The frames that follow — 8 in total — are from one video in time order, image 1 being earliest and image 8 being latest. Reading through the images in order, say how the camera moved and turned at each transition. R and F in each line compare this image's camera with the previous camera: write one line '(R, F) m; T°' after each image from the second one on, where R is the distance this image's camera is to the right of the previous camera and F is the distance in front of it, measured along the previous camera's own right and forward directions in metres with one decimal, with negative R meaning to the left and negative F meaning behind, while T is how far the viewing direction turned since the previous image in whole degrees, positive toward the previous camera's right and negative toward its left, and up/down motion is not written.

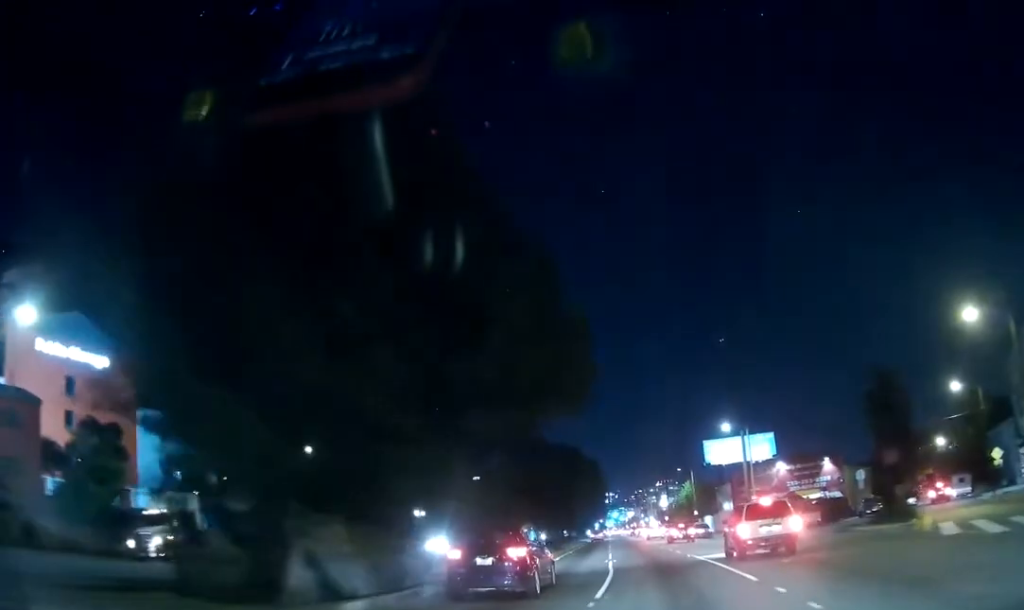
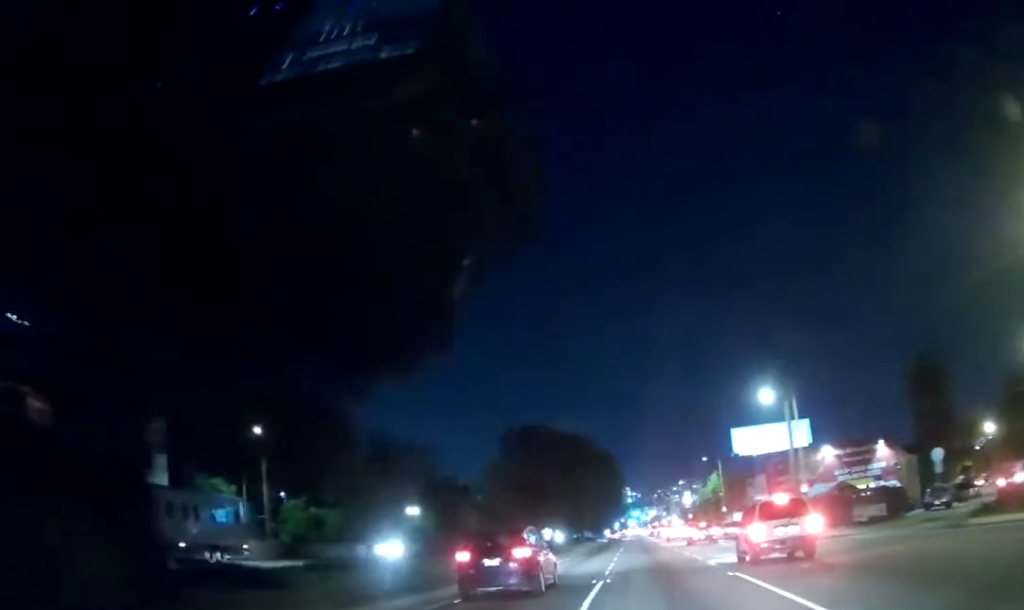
(-0.1, +12.1) m; 0°
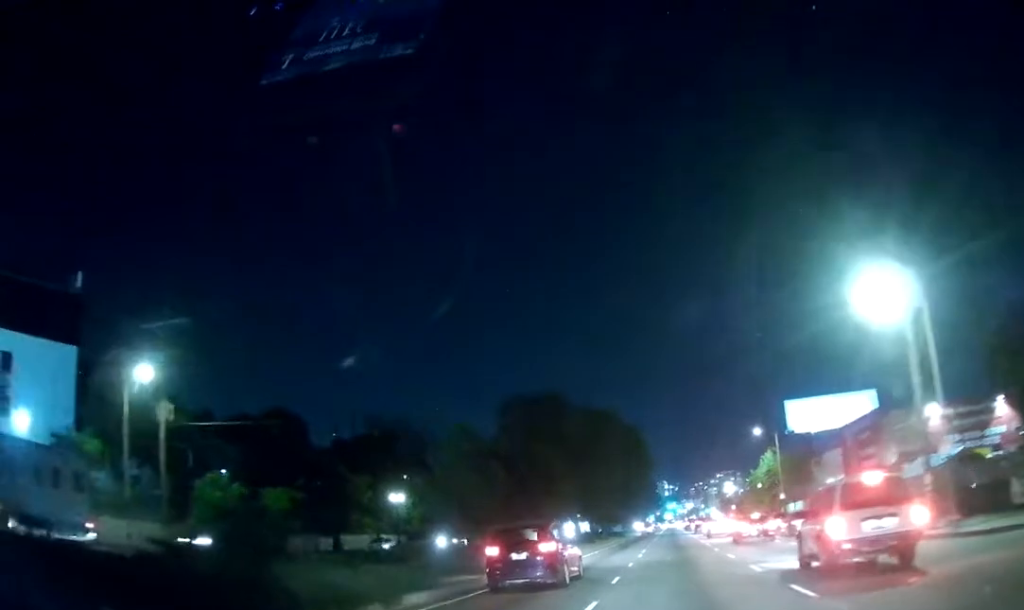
(0.0, +17.7) m; 0°
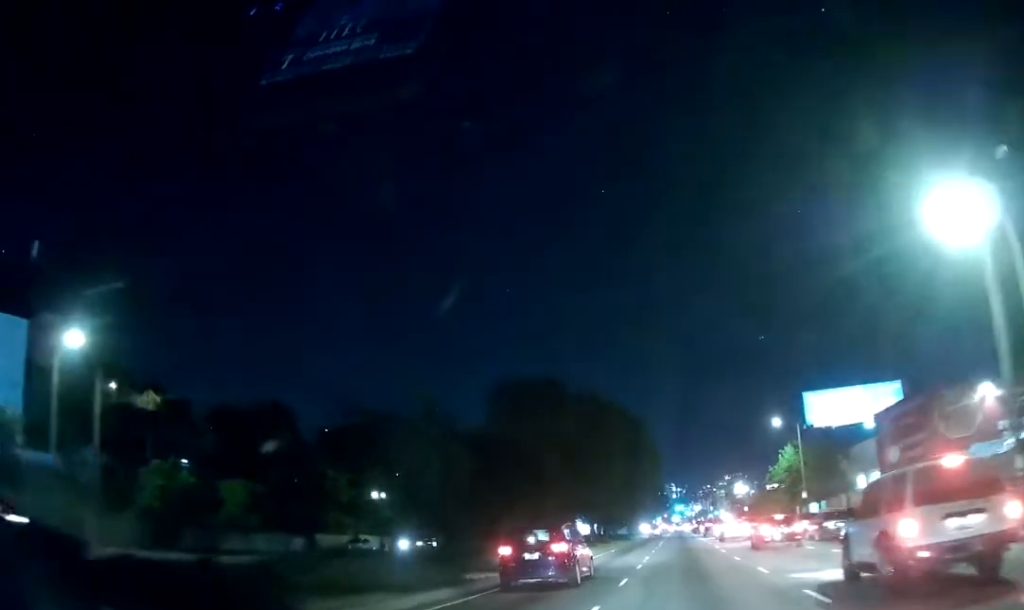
(0.0, +6.7) m; -1°
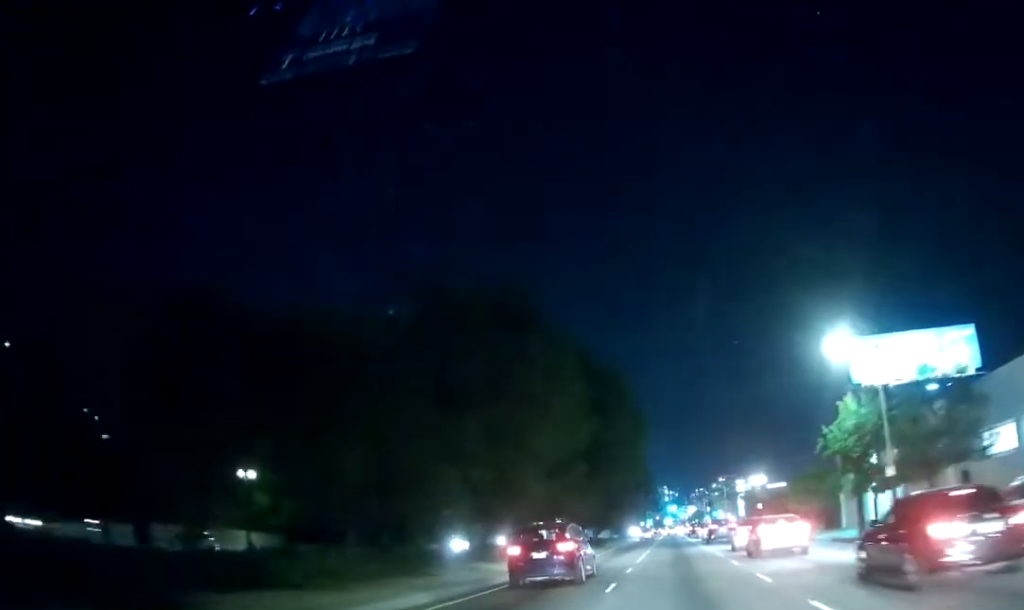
(-0.9, +23.7) m; -4°
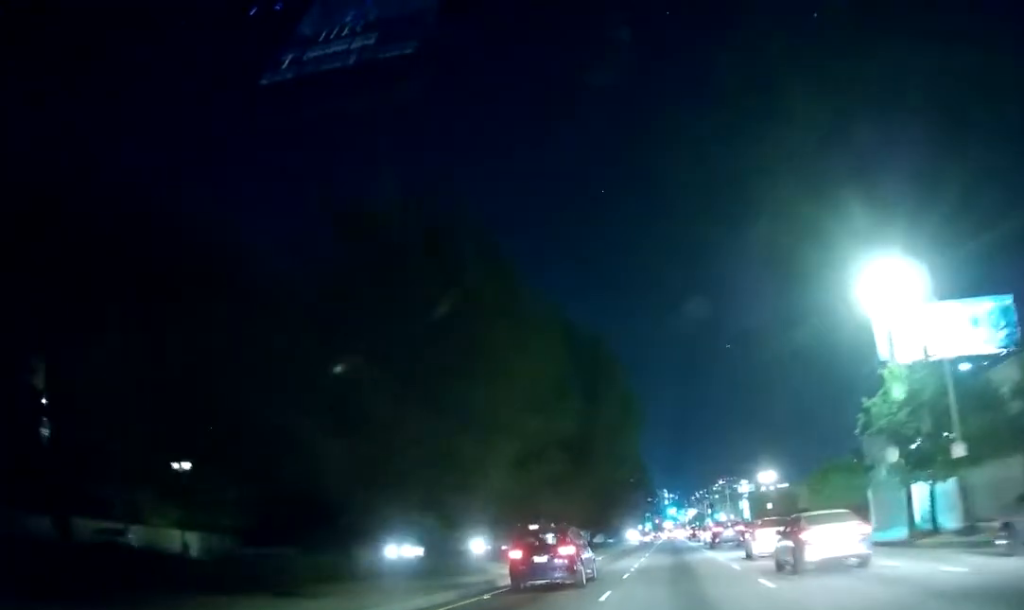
(-0.1, +7.7) m; 0°
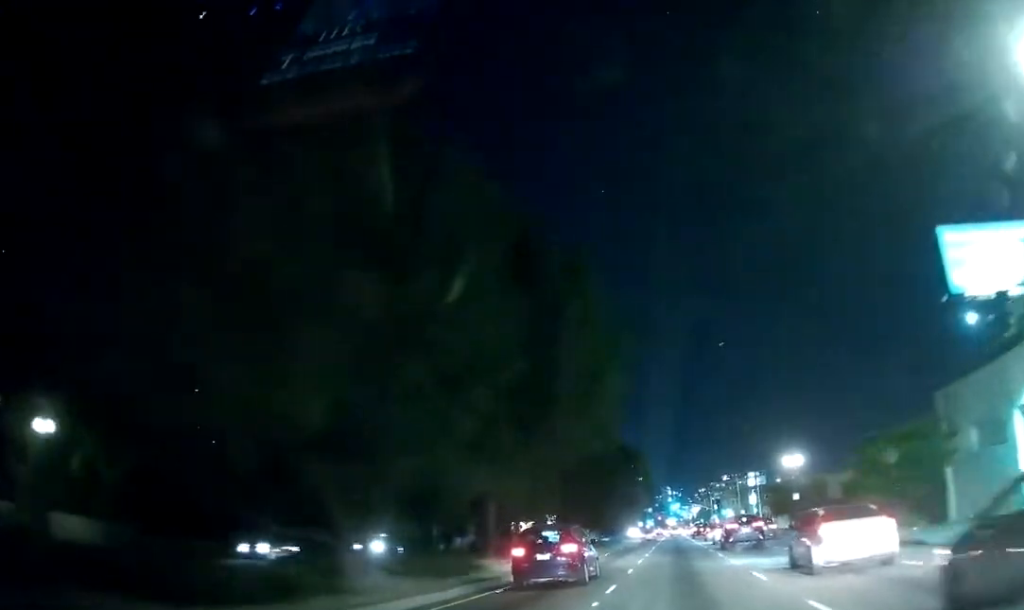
(0.0, +12.9) m; +1°
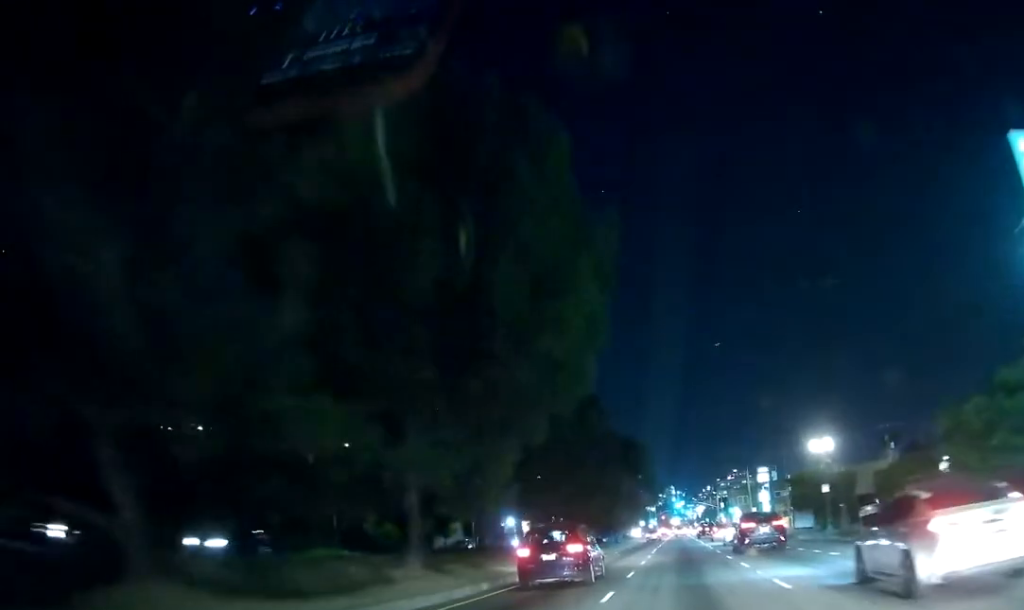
(+0.2, +8.9) m; +1°
